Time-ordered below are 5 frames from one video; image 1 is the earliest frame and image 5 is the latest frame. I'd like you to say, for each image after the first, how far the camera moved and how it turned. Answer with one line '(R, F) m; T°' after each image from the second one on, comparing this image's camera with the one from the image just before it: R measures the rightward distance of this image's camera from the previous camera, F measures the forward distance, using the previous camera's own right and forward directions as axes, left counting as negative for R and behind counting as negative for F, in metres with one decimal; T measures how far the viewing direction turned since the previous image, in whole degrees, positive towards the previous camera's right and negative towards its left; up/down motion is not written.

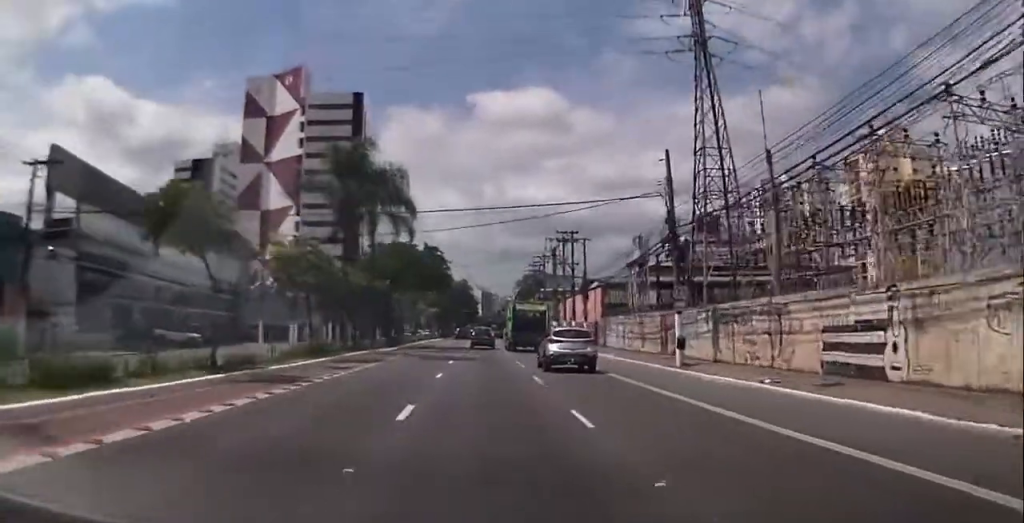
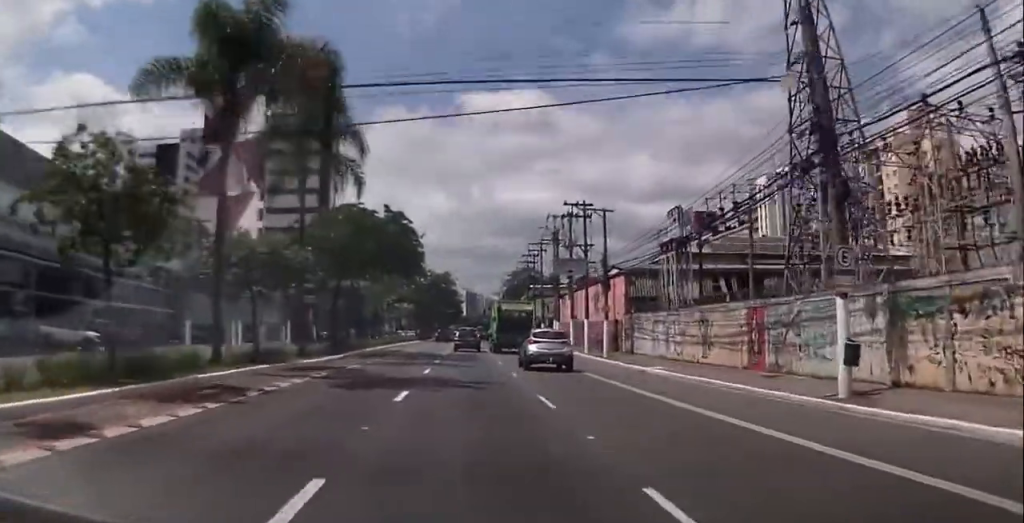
(+0.8, +14.5) m; +6°
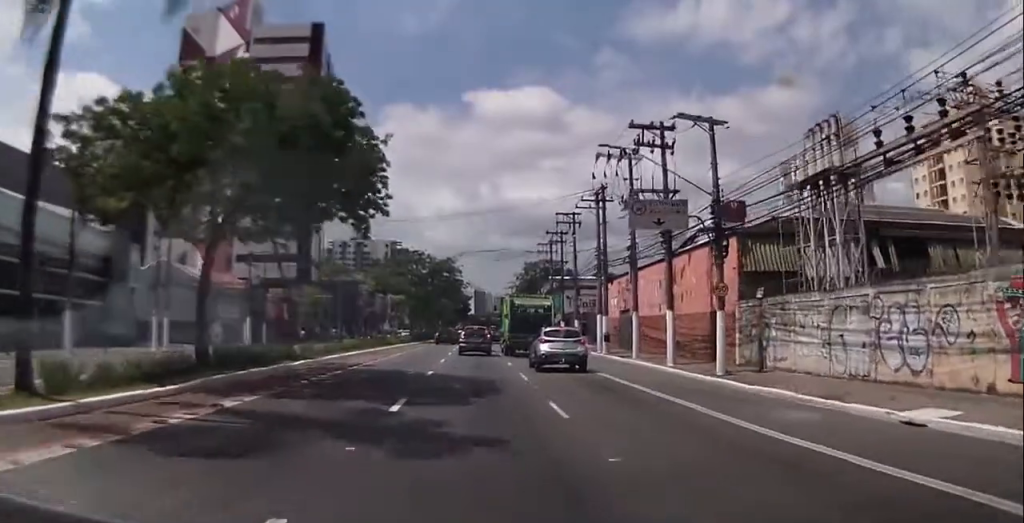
(-0.2, +18.2) m; -2°
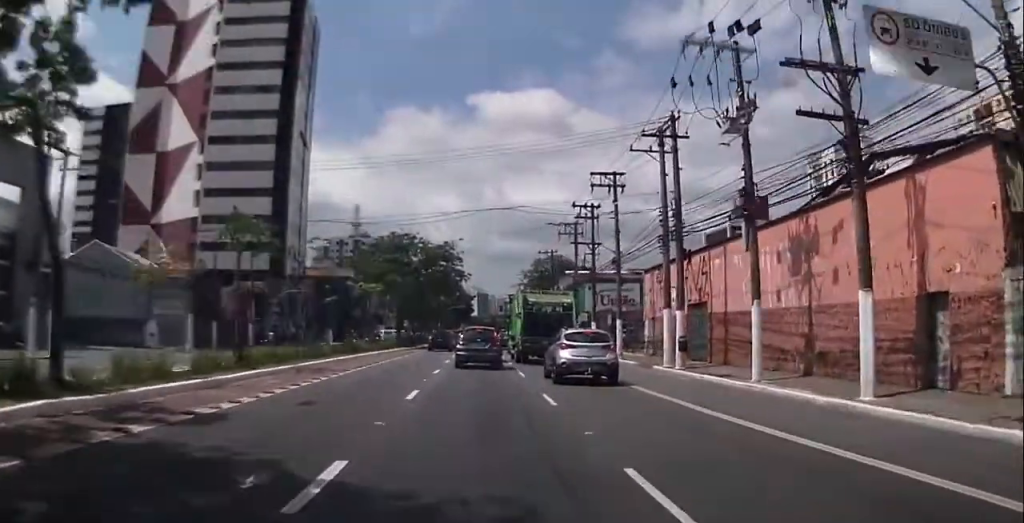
(-0.1, +14.9) m; +1°
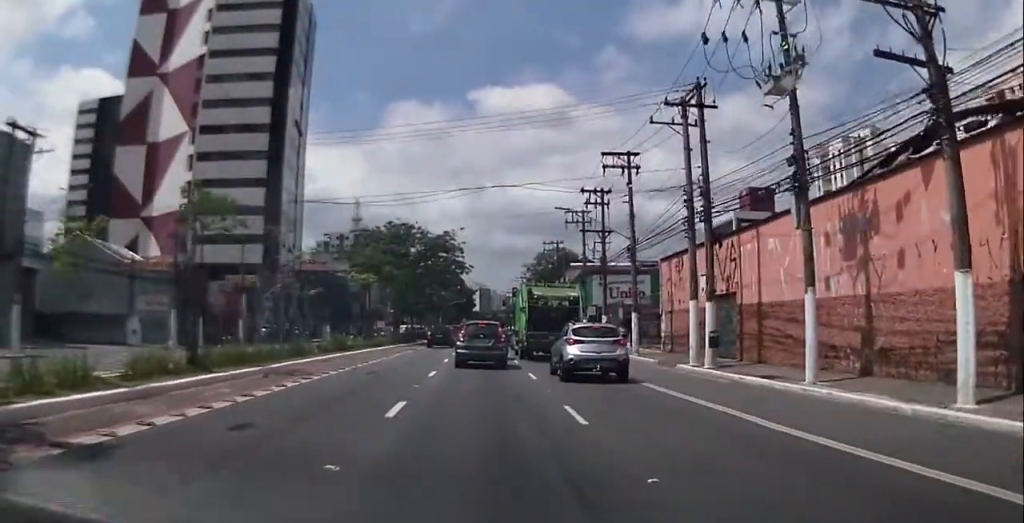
(+0.2, +3.6) m; +1°
